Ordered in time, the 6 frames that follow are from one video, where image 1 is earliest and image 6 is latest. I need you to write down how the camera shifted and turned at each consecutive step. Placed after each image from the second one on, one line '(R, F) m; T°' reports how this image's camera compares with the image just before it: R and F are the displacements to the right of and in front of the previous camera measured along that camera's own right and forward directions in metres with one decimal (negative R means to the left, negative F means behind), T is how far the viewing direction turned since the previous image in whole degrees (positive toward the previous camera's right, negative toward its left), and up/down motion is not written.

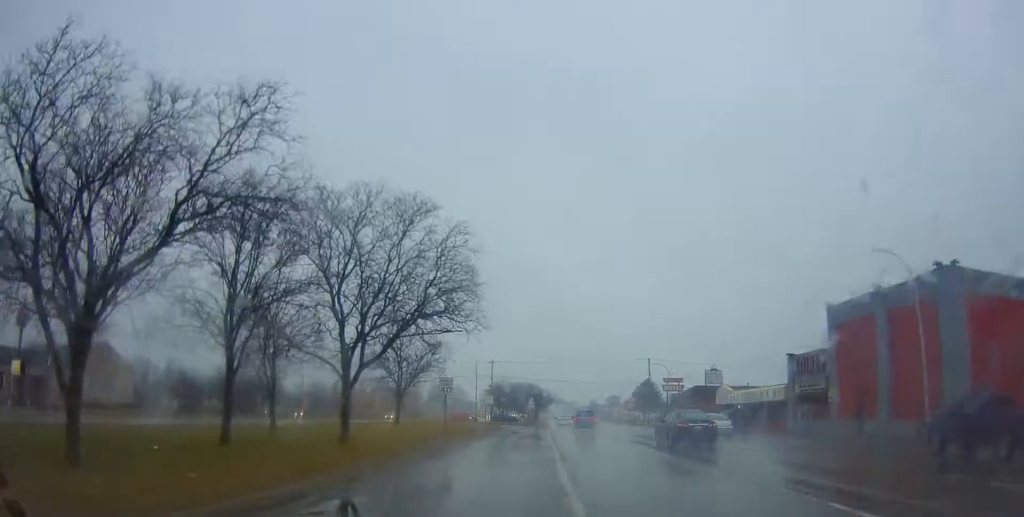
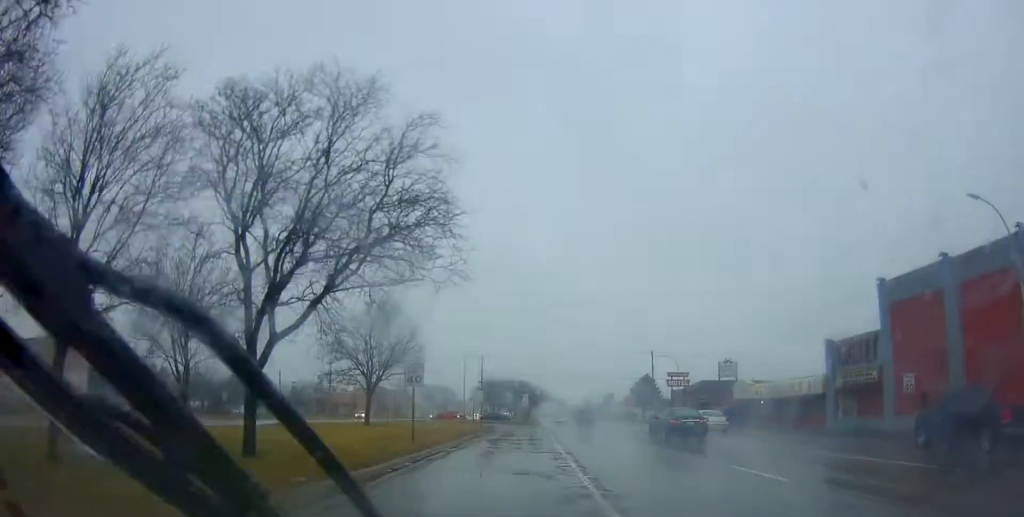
(0.0, +8.4) m; 0°
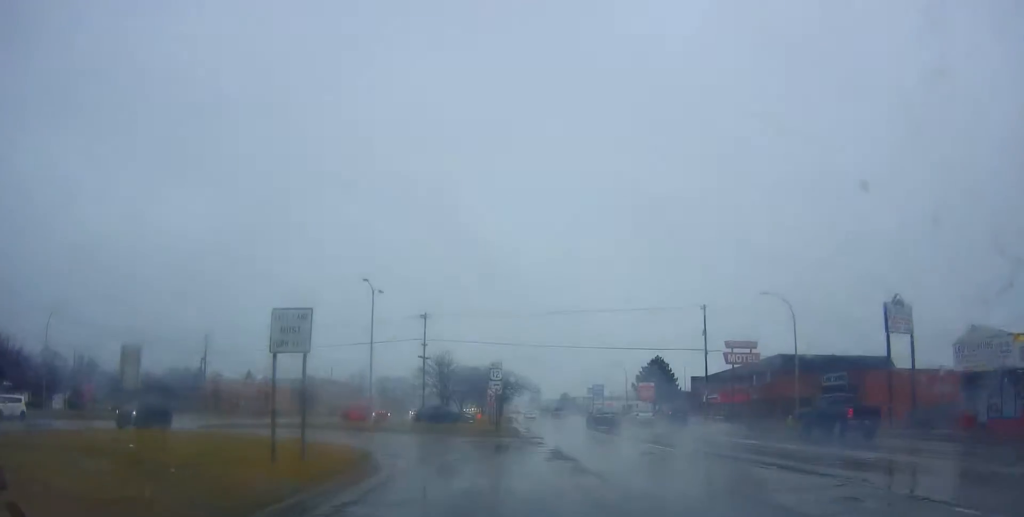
(+1.4, +40.4) m; +1°
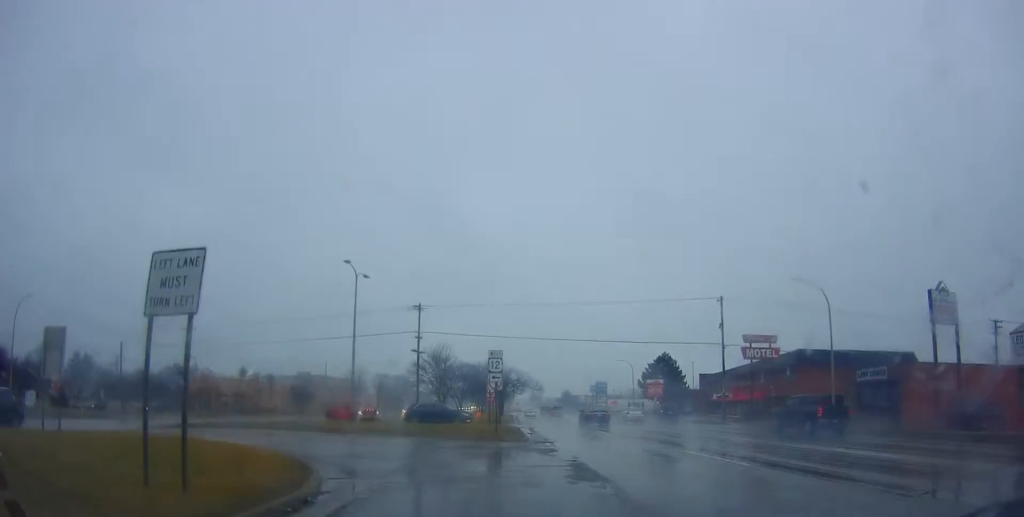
(-0.5, +4.7) m; -1°
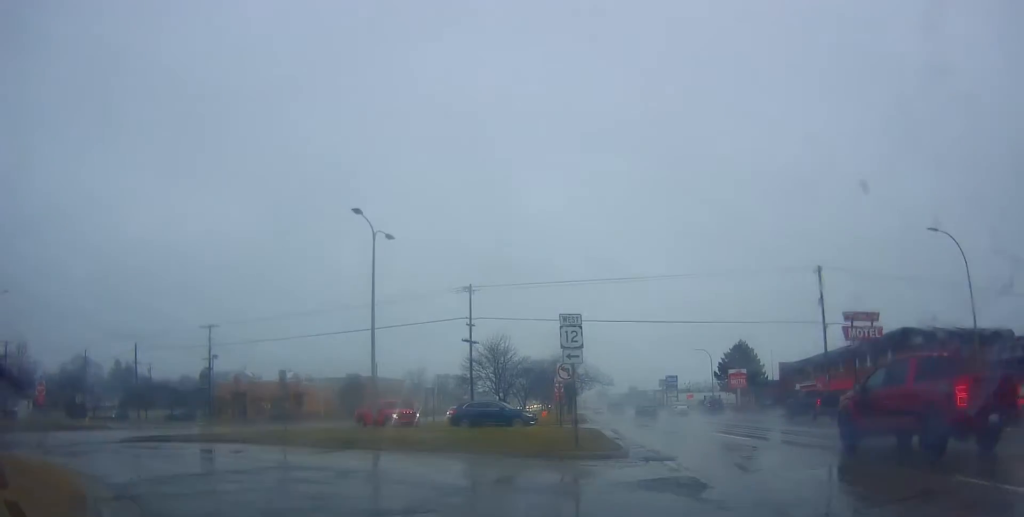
(-0.2, +9.4) m; -5°
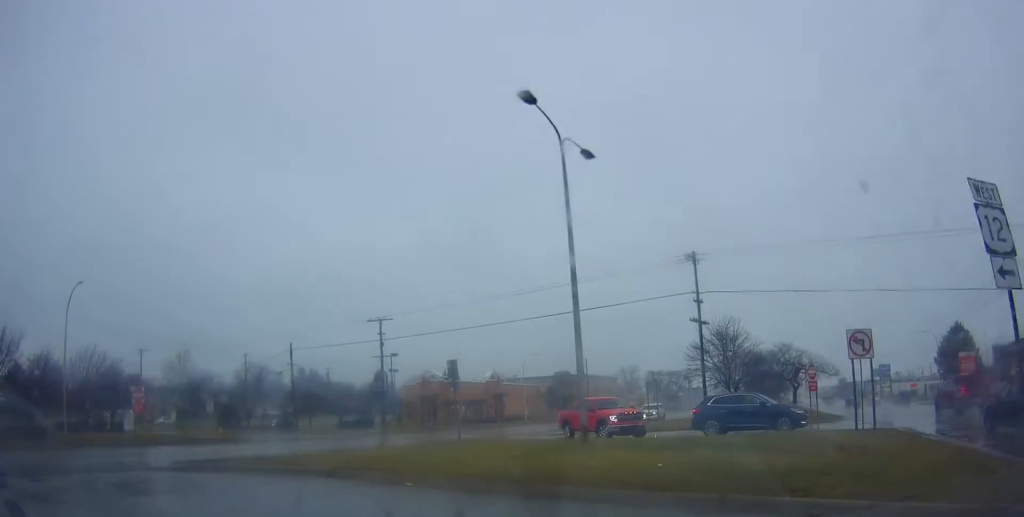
(-1.3, +10.1) m; -23°
